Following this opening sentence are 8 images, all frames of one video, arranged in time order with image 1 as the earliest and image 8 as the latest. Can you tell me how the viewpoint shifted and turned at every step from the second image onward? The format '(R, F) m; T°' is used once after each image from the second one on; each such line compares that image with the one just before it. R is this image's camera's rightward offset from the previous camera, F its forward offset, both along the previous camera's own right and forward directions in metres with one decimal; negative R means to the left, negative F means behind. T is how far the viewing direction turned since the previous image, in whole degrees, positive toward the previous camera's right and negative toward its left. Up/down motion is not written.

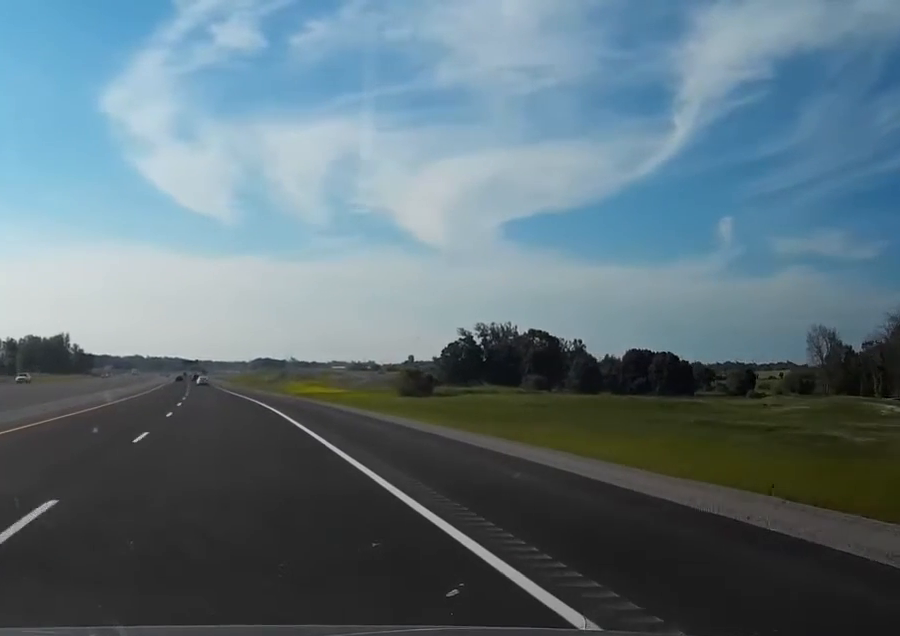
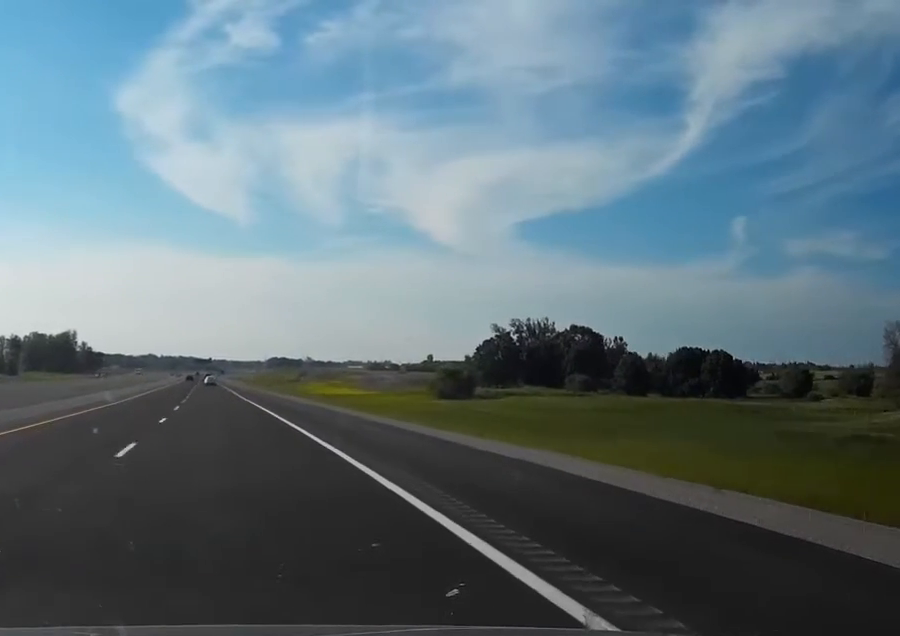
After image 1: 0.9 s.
(0.0, +26.9) m; +2°
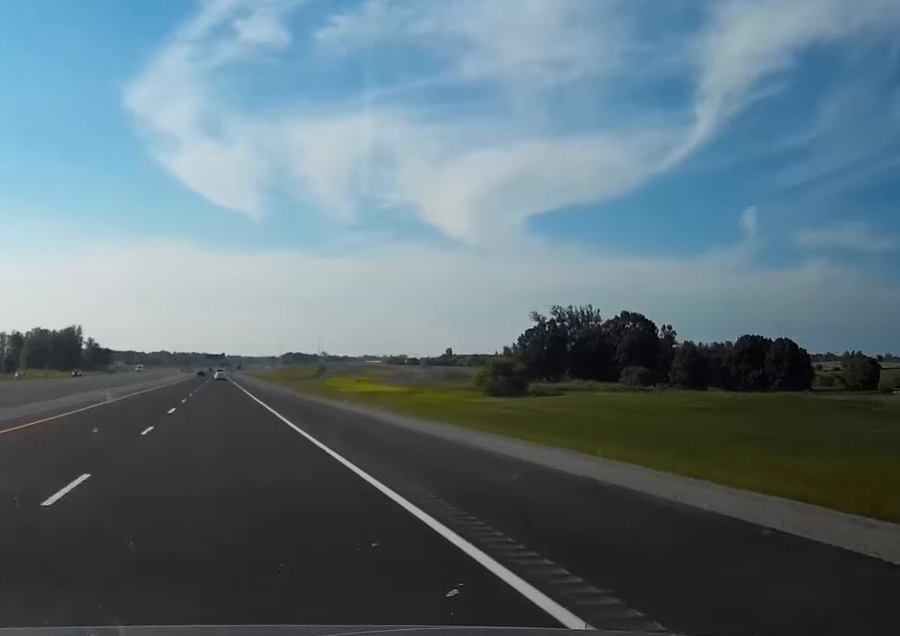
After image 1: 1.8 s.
(+1.2, +29.7) m; 0°
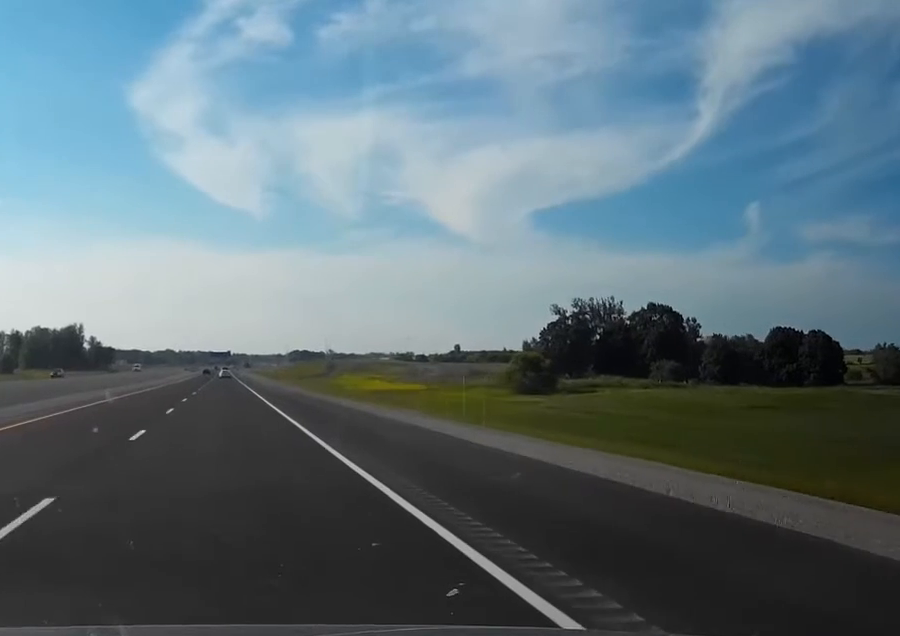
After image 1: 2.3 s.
(-0.5, +14.4) m; -2°
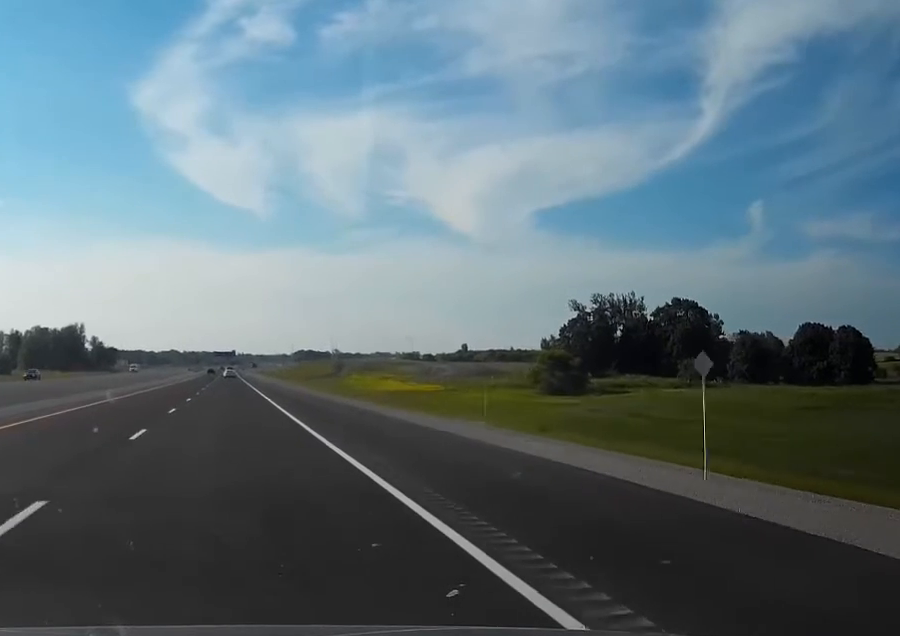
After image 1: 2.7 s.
(-0.2, +12.3) m; -1°
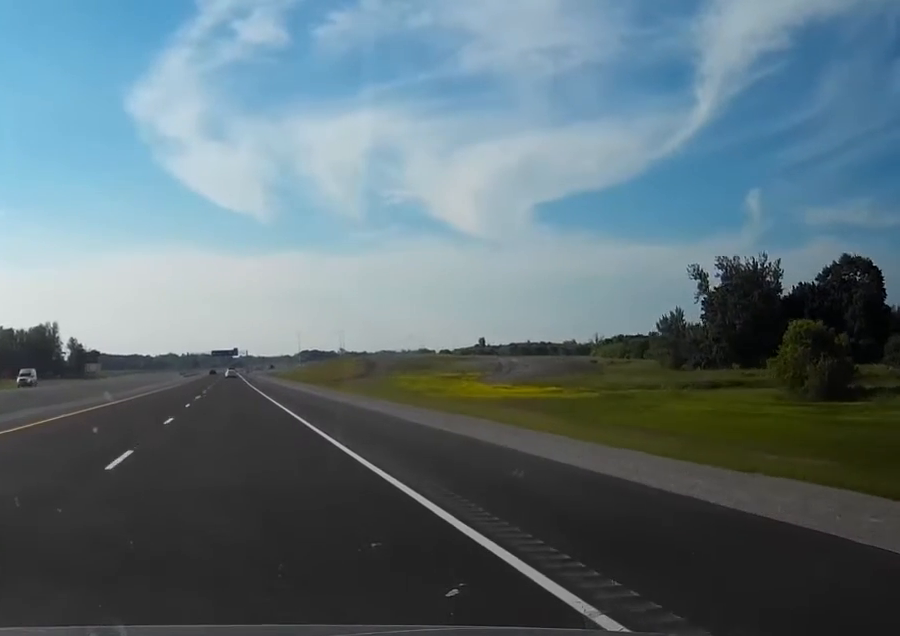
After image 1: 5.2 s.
(-0.5, +76.2) m; 0°
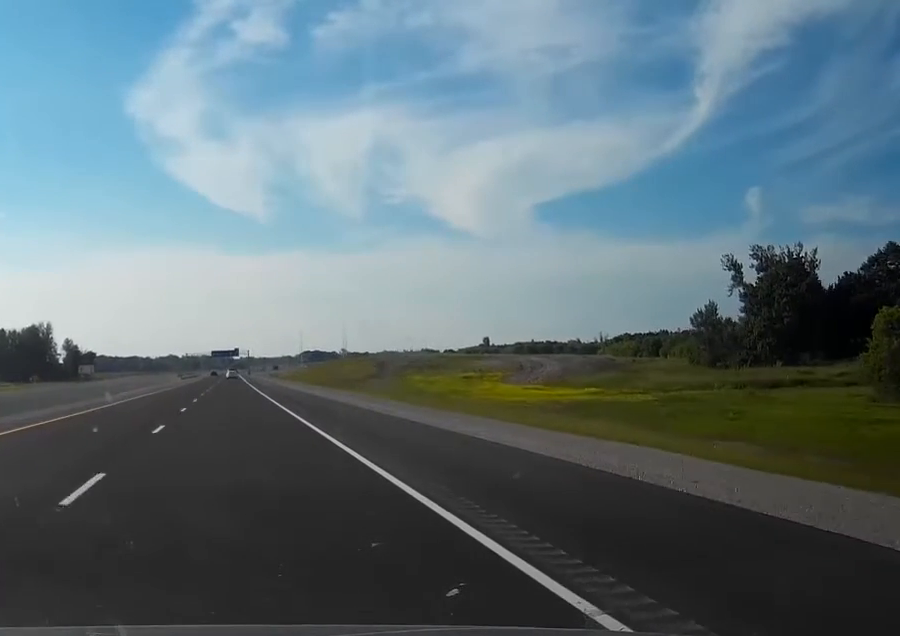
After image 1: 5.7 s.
(0.0, +15.5) m; 0°
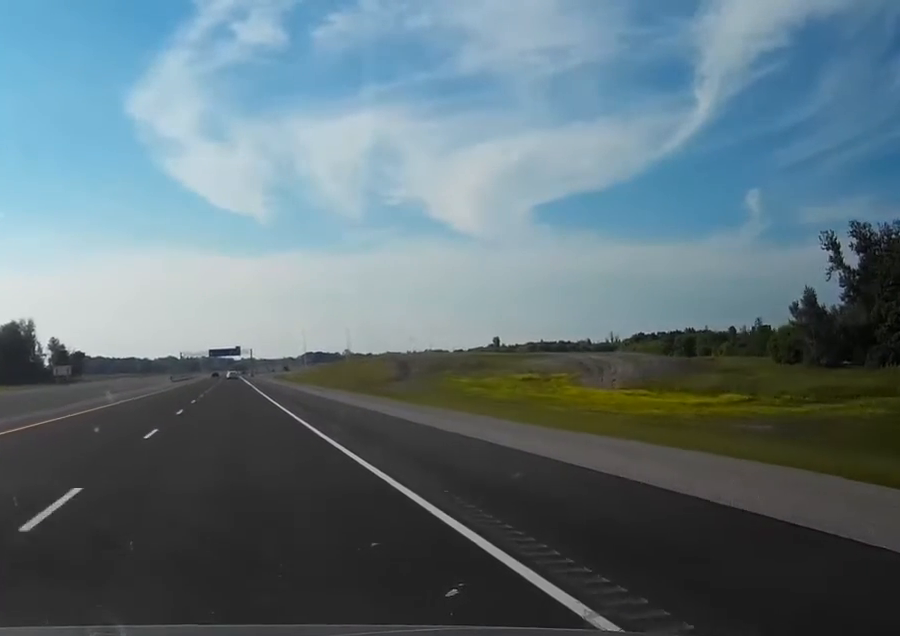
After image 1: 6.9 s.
(+0.1, +37.2) m; 0°
